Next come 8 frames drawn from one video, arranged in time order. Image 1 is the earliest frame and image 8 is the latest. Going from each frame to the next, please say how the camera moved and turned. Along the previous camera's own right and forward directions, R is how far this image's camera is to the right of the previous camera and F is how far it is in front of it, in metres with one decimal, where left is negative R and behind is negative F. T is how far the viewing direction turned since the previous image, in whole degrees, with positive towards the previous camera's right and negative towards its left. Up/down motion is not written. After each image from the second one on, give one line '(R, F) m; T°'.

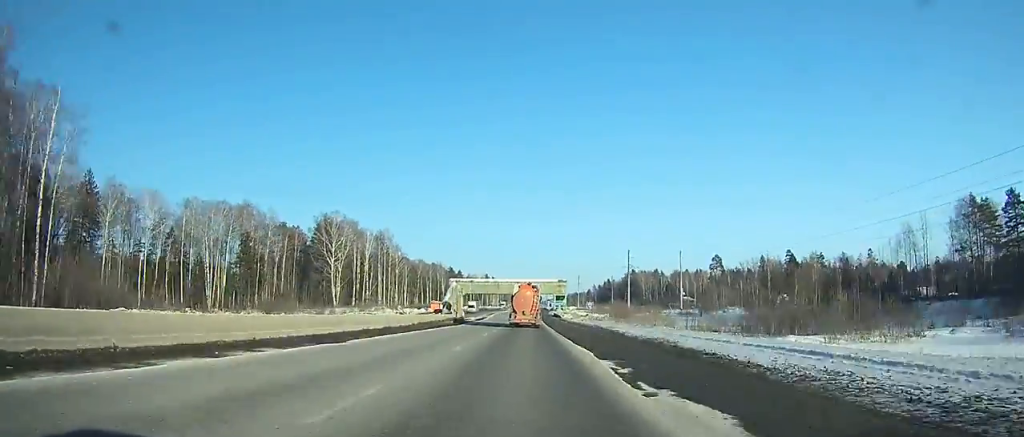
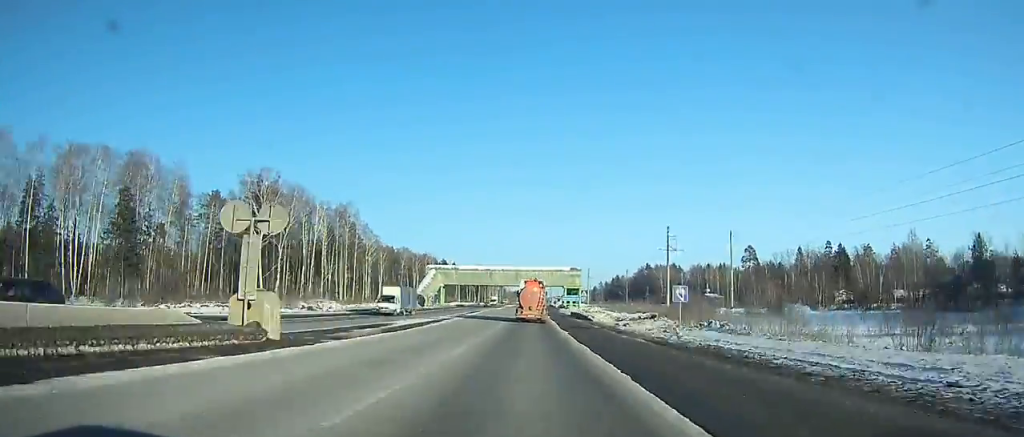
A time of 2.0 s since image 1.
(0.0, +44.5) m; 0°
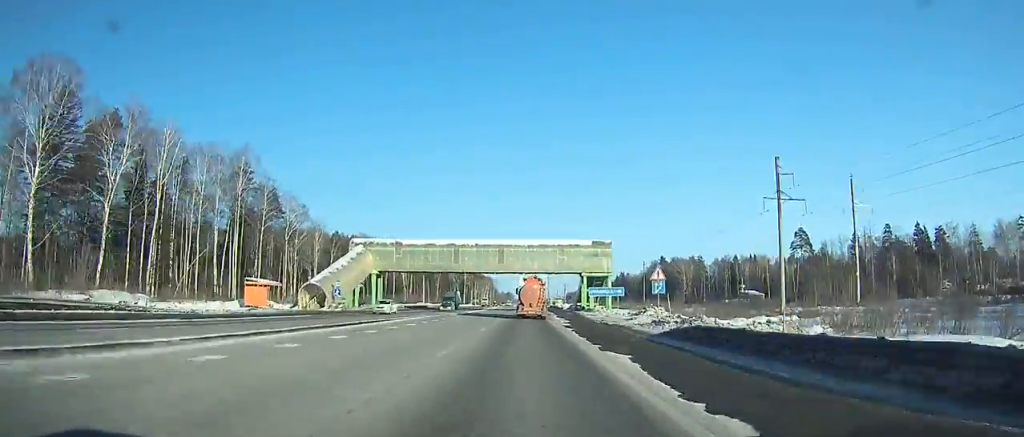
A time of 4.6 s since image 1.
(+0.1, +60.4) m; 0°
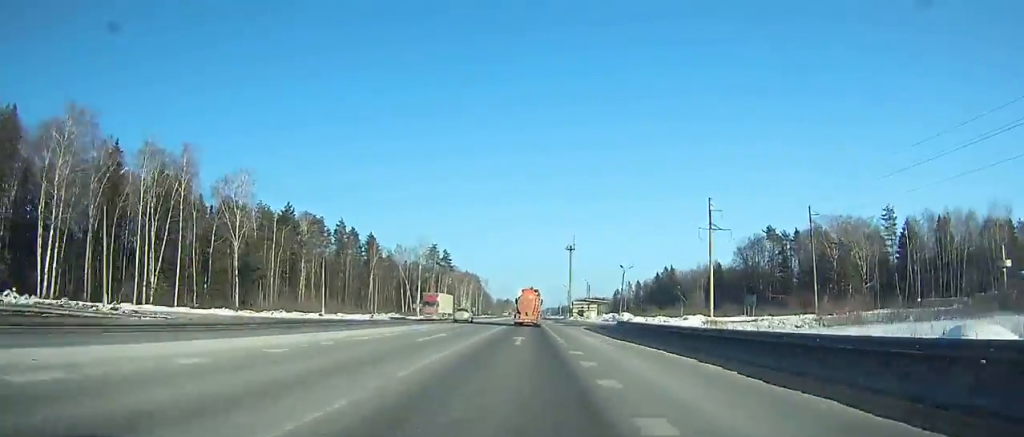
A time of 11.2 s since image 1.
(+0.2, +163.7) m; 0°
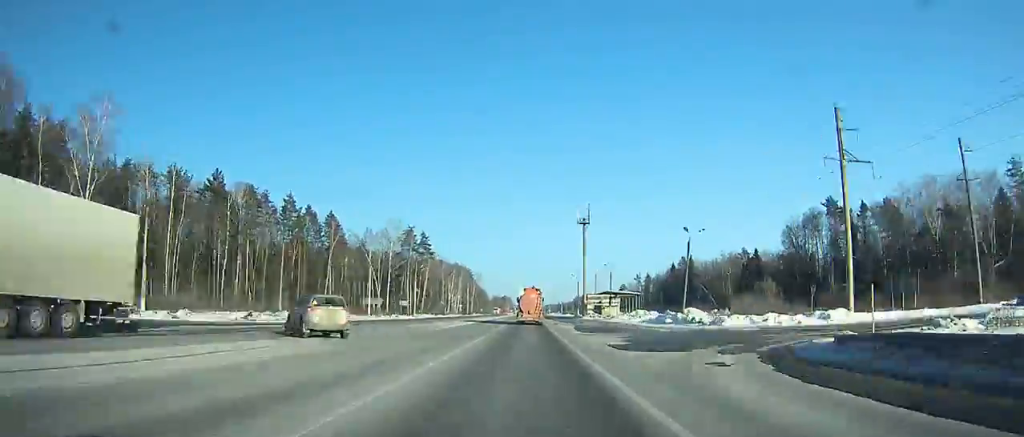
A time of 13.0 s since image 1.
(0.0, +43.9) m; 0°
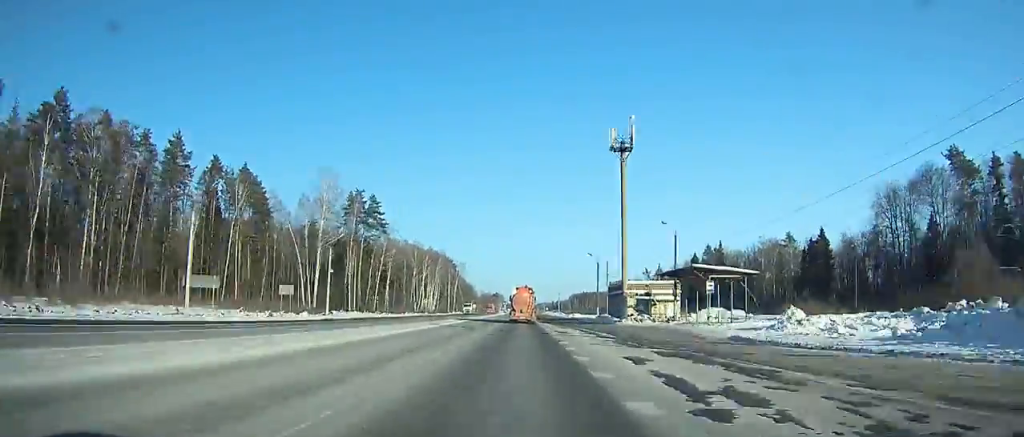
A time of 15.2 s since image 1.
(+0.1, +52.6) m; 0°
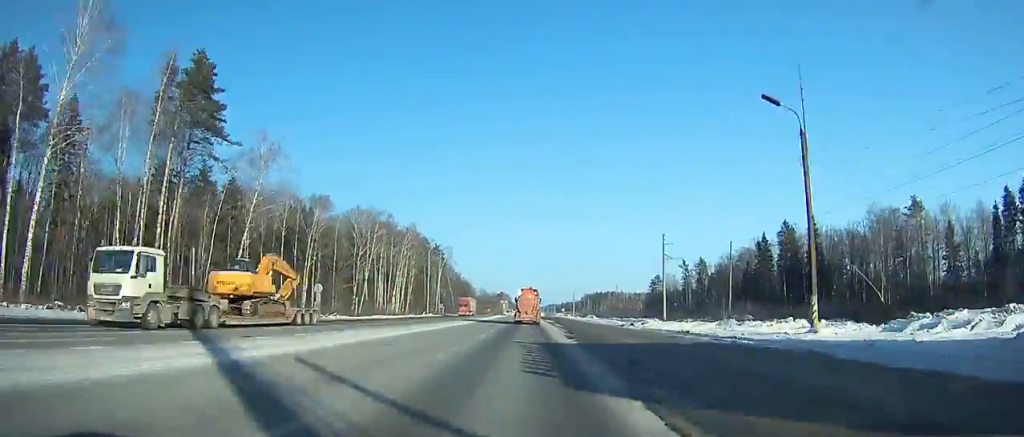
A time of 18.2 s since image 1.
(-0.2, +69.7) m; 0°
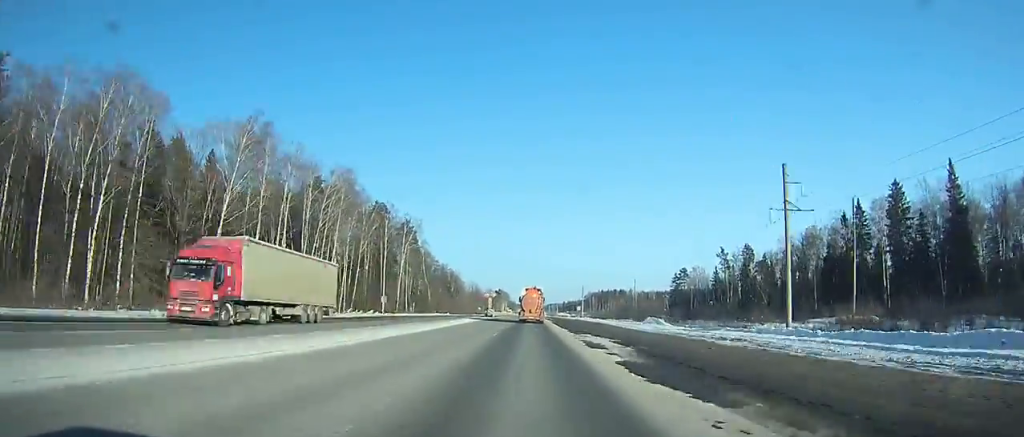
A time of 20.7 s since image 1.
(-0.1, +57.7) m; 0°
